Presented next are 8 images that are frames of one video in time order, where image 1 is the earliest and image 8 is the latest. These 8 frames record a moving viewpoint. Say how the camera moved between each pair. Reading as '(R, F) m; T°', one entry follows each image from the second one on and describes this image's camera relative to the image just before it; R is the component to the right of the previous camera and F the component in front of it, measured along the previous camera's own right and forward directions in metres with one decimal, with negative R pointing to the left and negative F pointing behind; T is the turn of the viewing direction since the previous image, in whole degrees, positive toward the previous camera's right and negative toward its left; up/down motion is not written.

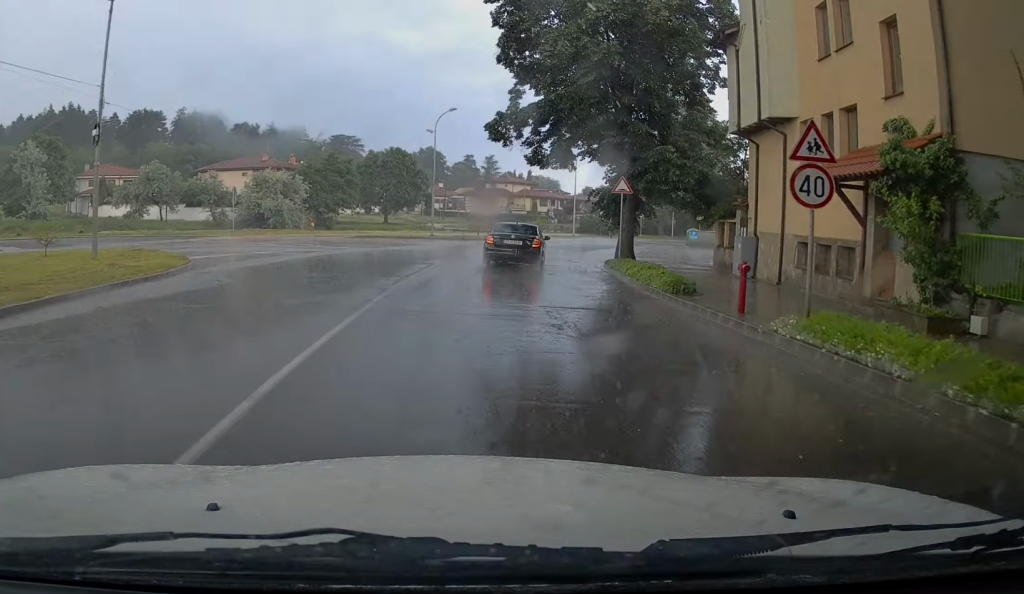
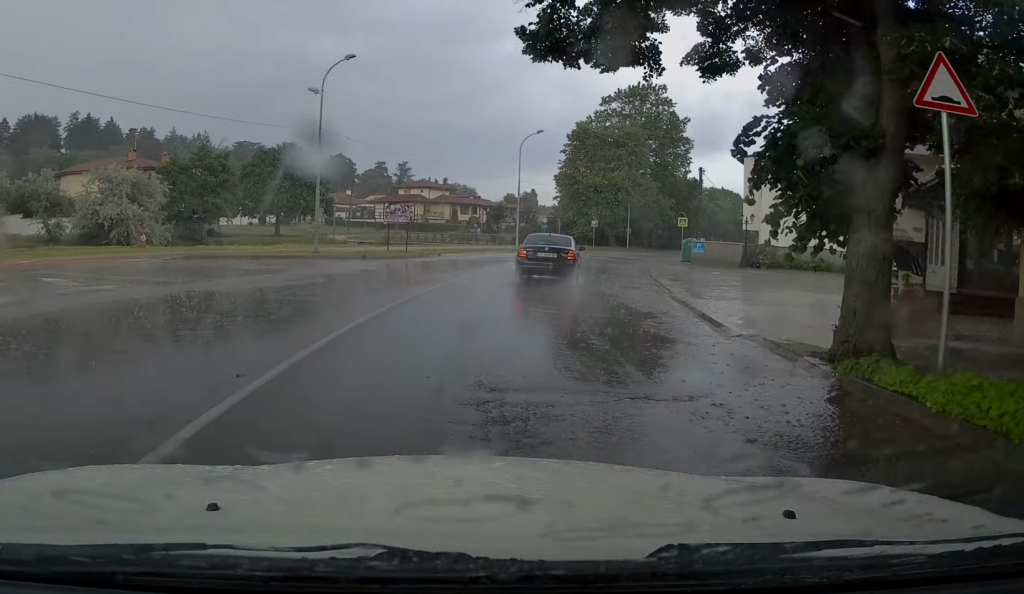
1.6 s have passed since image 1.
(+0.6, +18.7) m; +4°
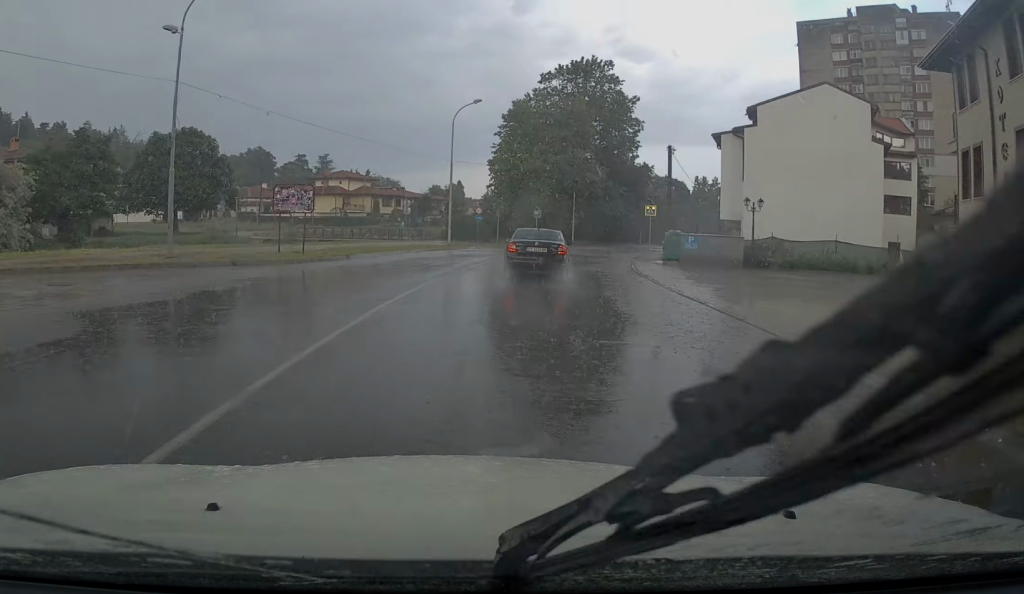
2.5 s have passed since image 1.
(+0.4, +10.3) m; +5°
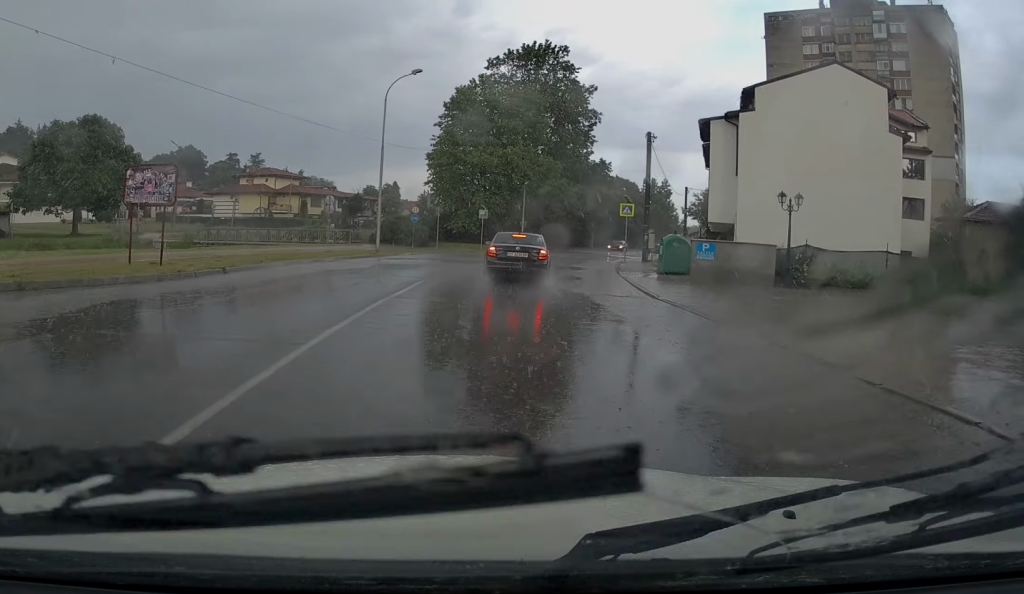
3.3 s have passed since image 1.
(+0.5, +9.0) m; +5°
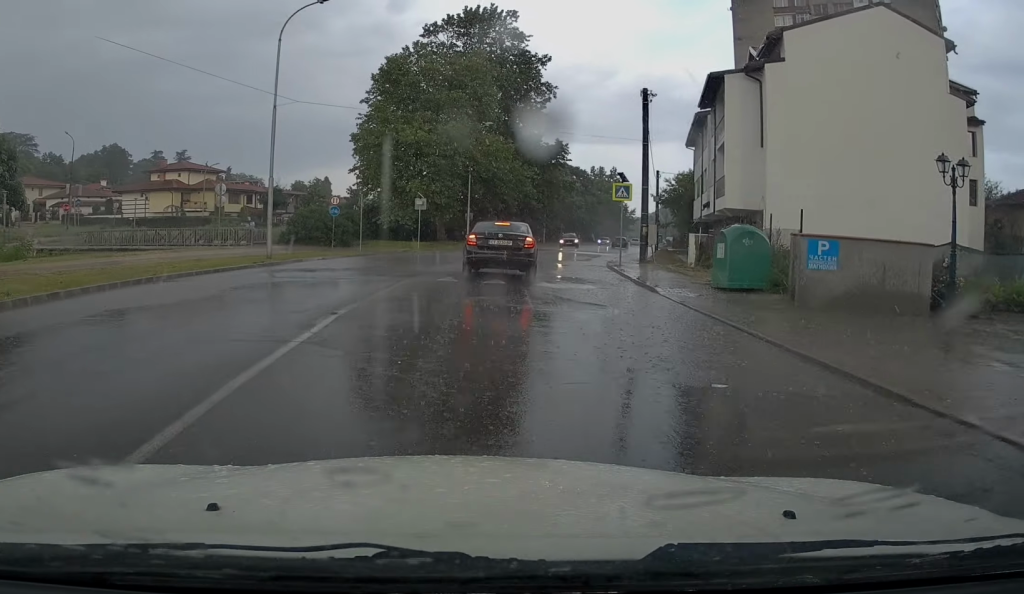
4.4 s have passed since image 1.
(+0.6, +11.4) m; +5°
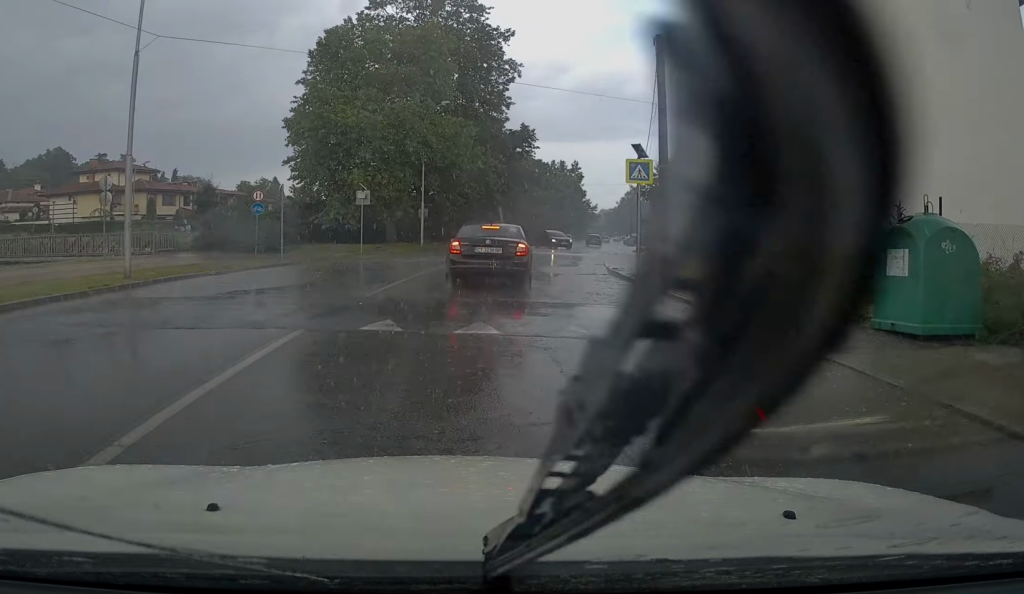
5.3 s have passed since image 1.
(+0.2, +8.8) m; +3°
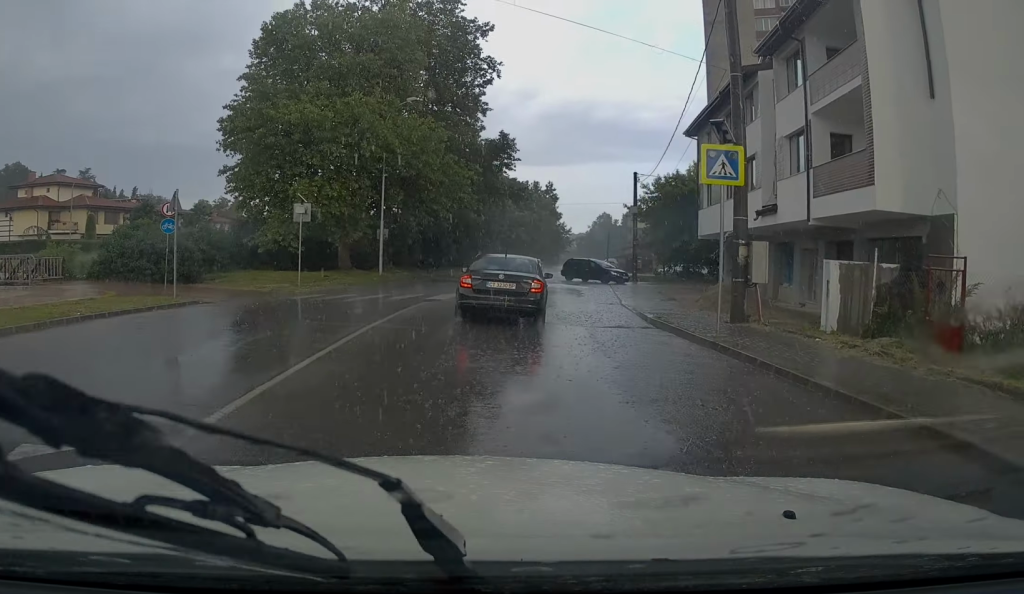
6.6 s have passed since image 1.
(+0.4, +9.7) m; +5°
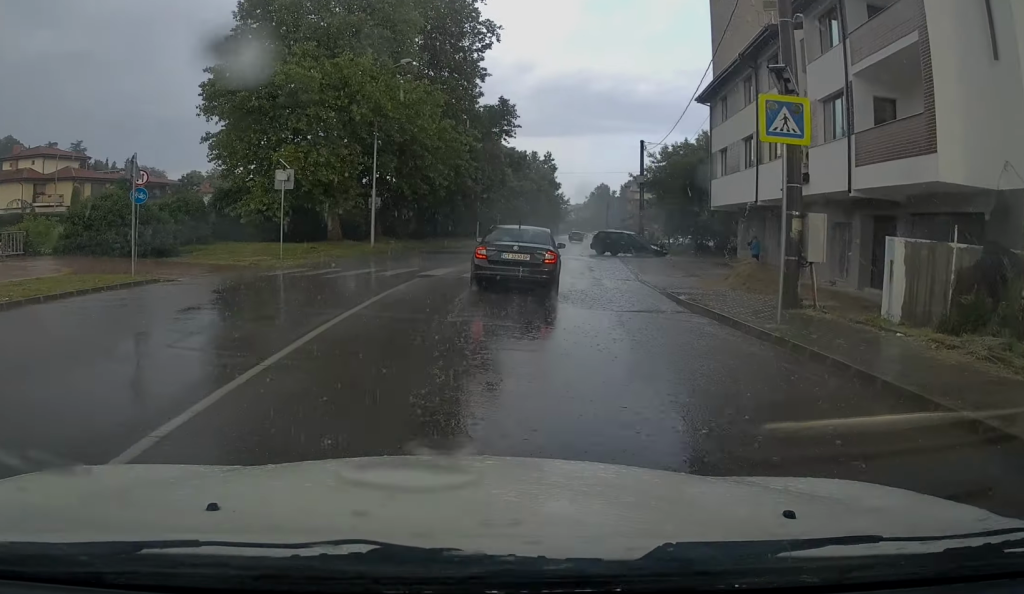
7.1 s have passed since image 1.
(0.0, +2.9) m; 0°
